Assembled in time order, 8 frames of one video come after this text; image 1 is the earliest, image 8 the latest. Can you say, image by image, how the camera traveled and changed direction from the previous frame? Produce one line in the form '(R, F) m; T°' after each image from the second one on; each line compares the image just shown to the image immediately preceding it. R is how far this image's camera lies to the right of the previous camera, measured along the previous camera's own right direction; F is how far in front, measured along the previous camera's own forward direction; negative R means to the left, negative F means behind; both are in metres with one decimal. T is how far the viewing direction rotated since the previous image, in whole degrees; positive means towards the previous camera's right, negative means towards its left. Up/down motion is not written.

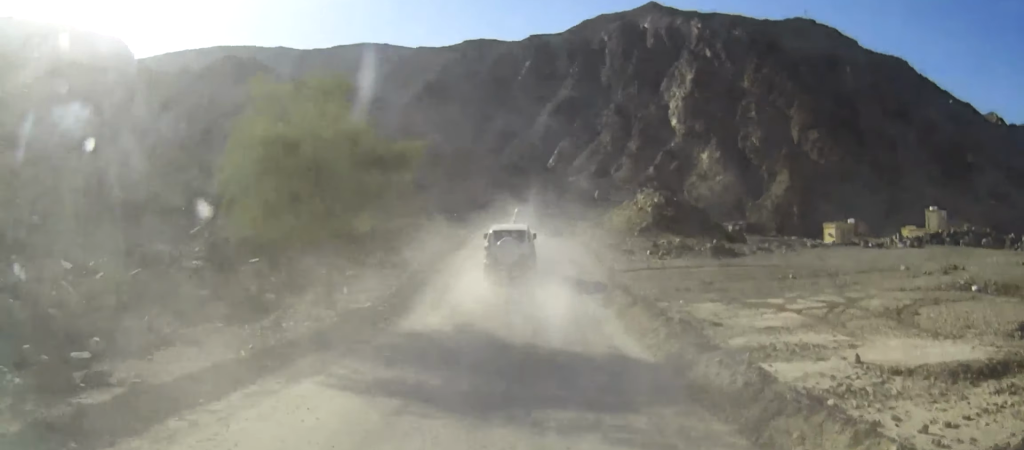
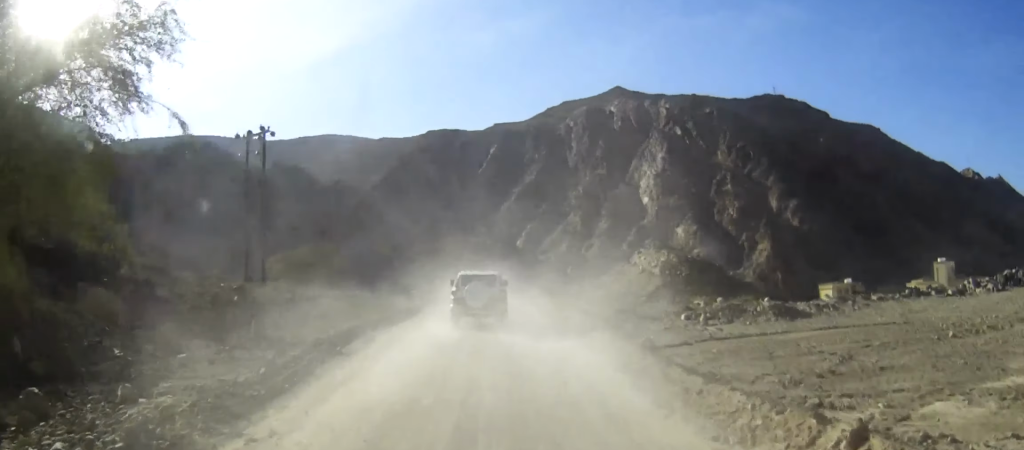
(+0.5, +12.0) m; +3°
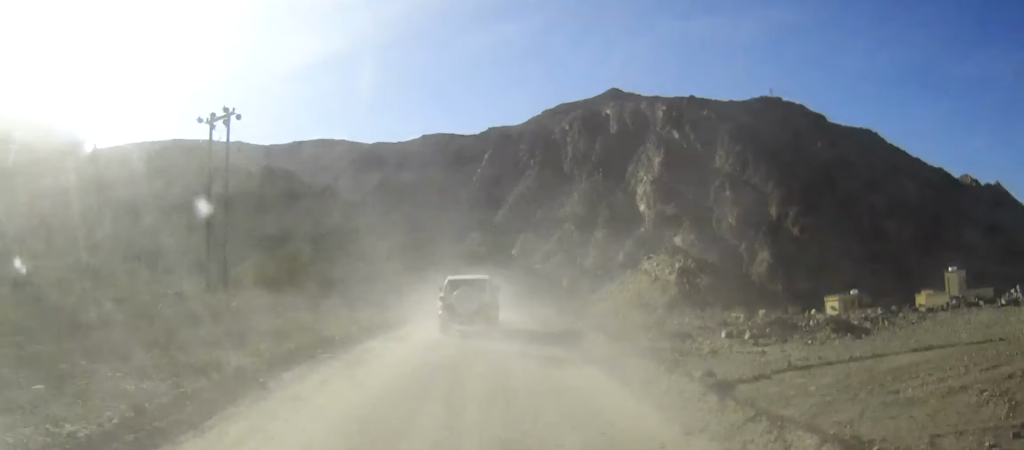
(0.0, +5.4) m; +1°
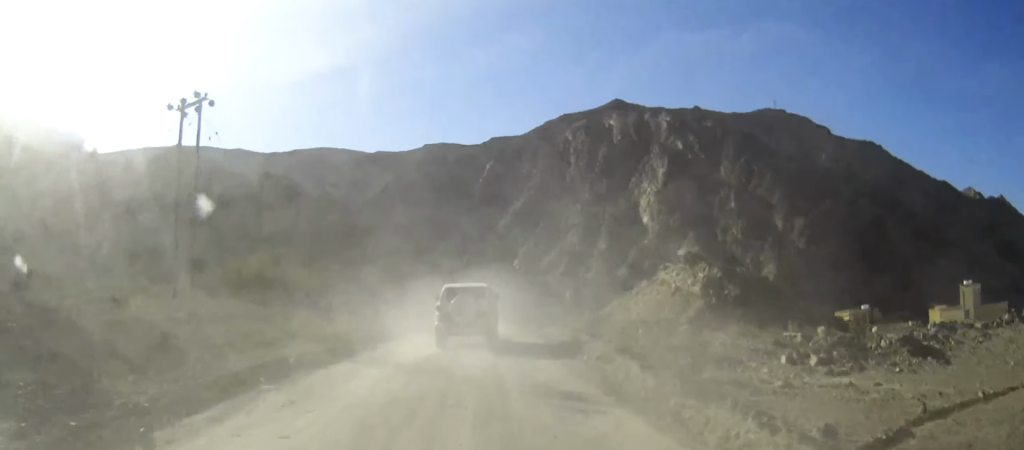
(0.0, +4.9) m; 0°
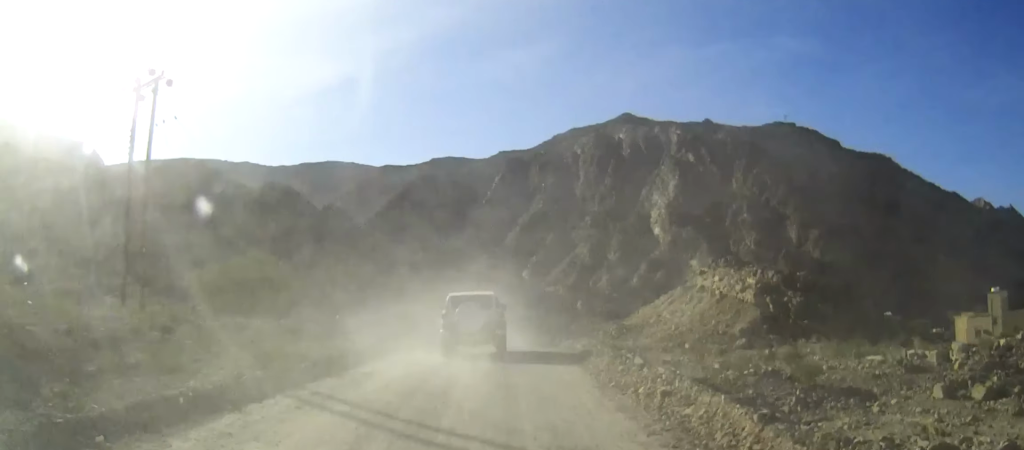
(0.0, +6.6) m; 0°
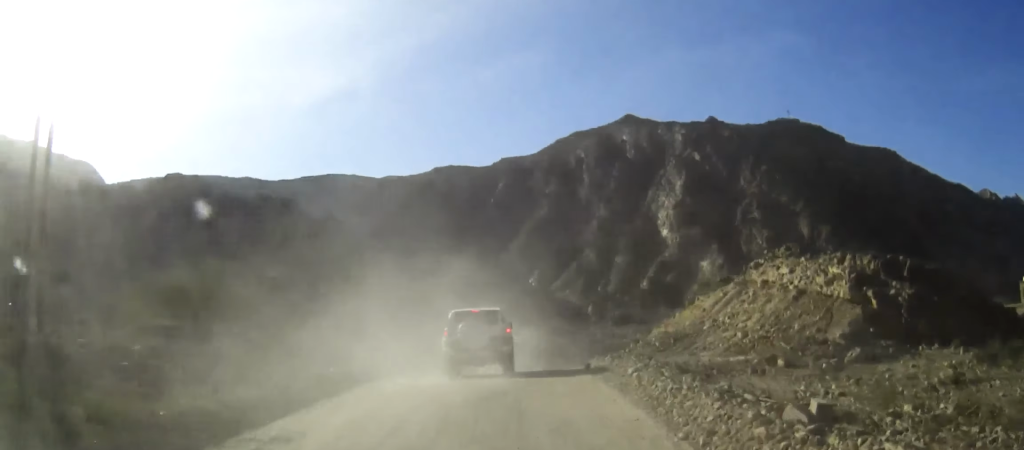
(0.0, +8.2) m; 0°
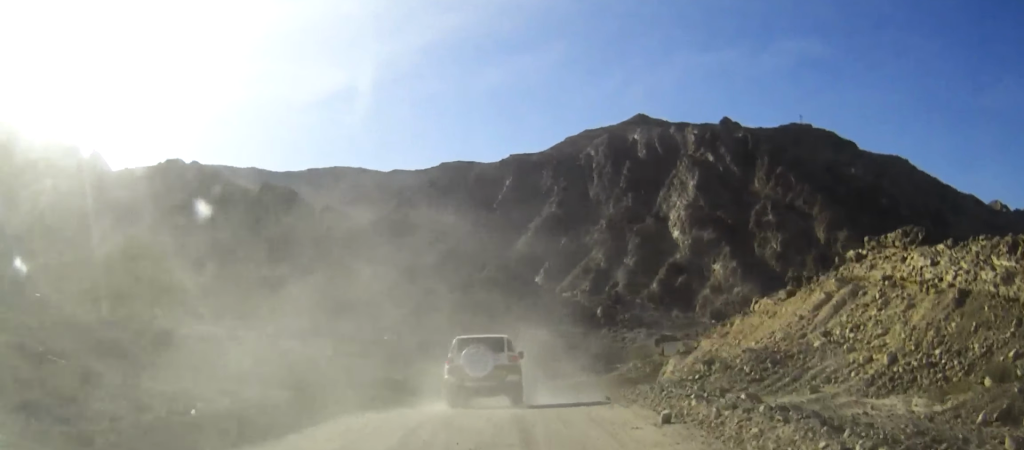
(0.0, +10.1) m; -1°
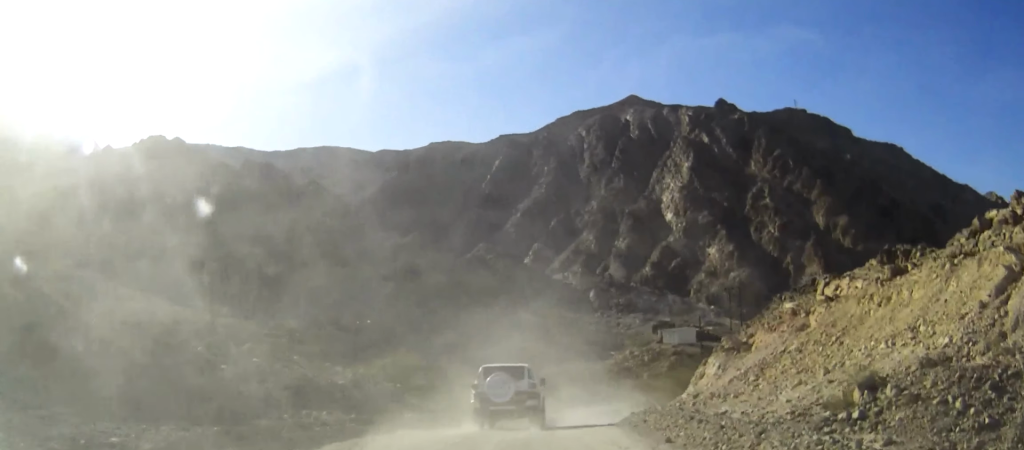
(0.0, +9.9) m; +1°
